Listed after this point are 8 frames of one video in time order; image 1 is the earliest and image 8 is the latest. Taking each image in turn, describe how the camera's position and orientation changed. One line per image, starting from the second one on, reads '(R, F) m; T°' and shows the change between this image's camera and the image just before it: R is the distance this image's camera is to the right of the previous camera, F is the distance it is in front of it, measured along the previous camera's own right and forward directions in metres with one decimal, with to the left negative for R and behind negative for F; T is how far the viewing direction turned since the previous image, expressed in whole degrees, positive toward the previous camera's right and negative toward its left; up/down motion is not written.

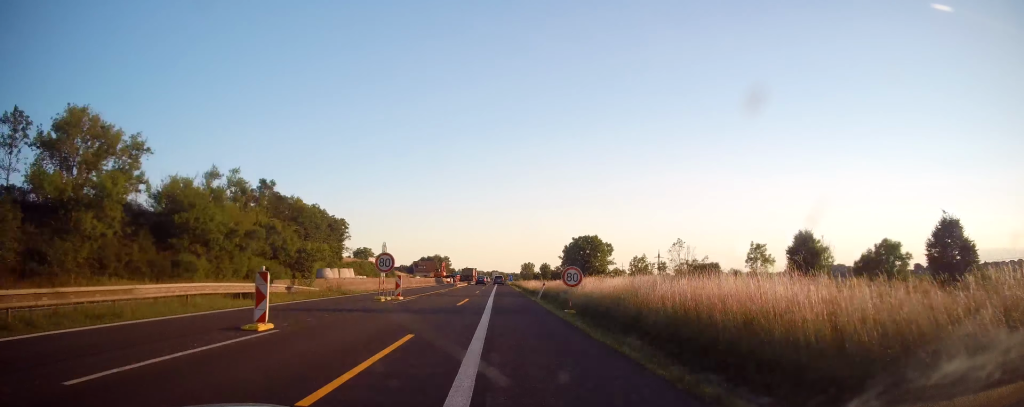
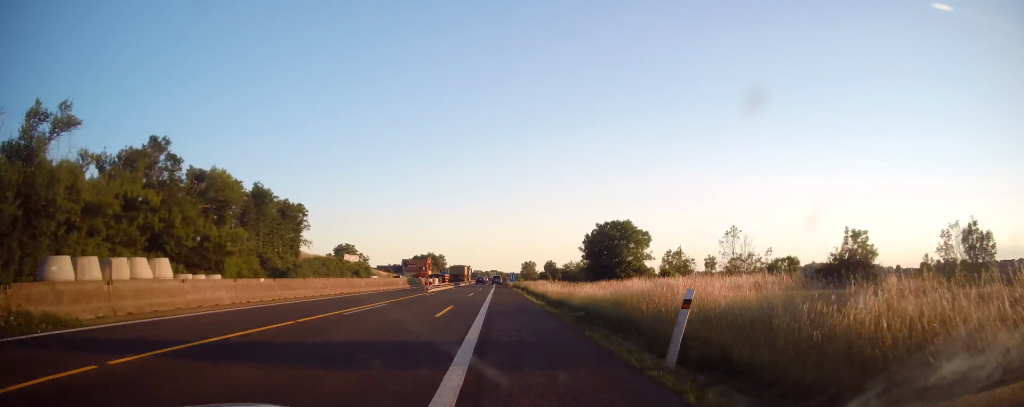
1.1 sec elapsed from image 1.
(+0.1, +24.7) m; 0°
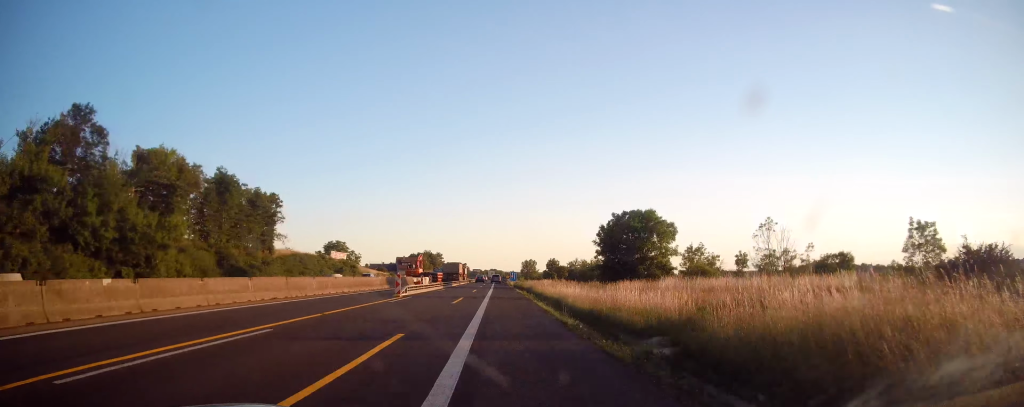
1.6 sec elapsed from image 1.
(-0.1, +10.9) m; 0°
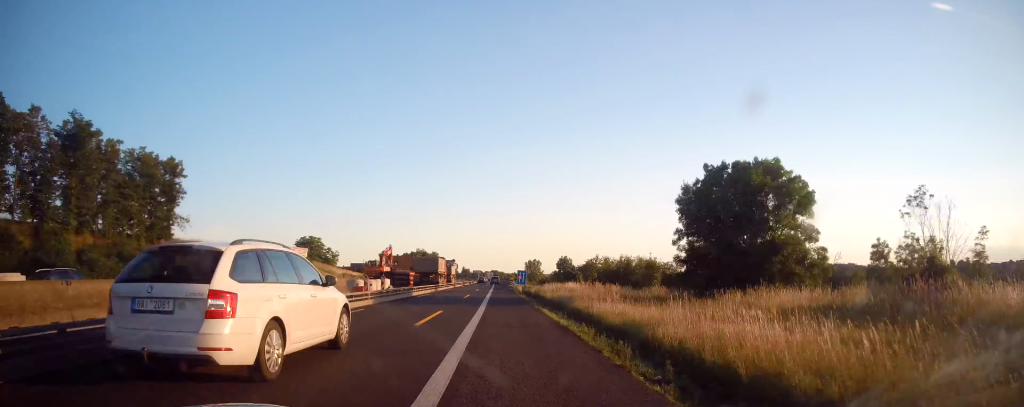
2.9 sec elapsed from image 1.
(+0.1, +27.8) m; 0°
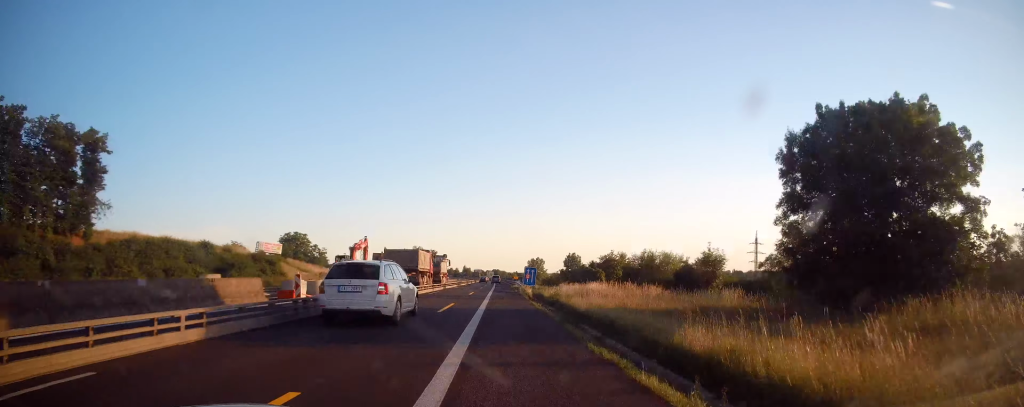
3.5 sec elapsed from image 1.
(-0.2, +13.2) m; 0°
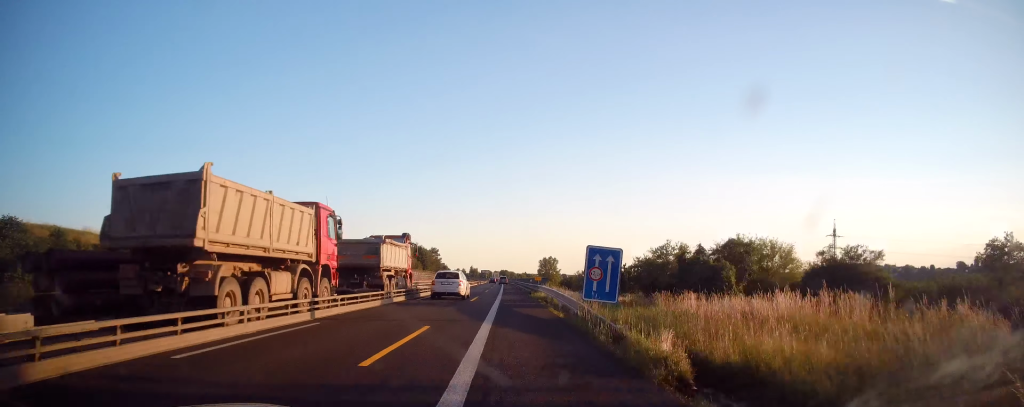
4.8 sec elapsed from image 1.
(+0.1, +28.1) m; -1°
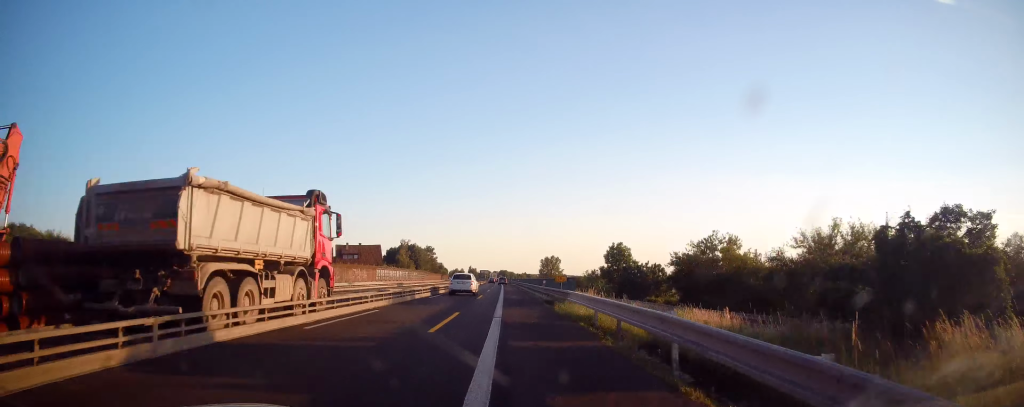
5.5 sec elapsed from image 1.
(-0.3, +15.1) m; 0°
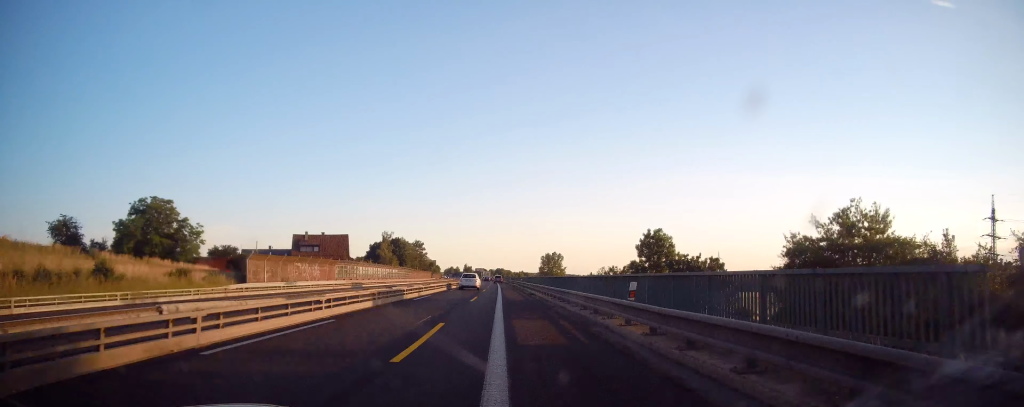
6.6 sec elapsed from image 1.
(+0.2, +22.9) m; +1°
